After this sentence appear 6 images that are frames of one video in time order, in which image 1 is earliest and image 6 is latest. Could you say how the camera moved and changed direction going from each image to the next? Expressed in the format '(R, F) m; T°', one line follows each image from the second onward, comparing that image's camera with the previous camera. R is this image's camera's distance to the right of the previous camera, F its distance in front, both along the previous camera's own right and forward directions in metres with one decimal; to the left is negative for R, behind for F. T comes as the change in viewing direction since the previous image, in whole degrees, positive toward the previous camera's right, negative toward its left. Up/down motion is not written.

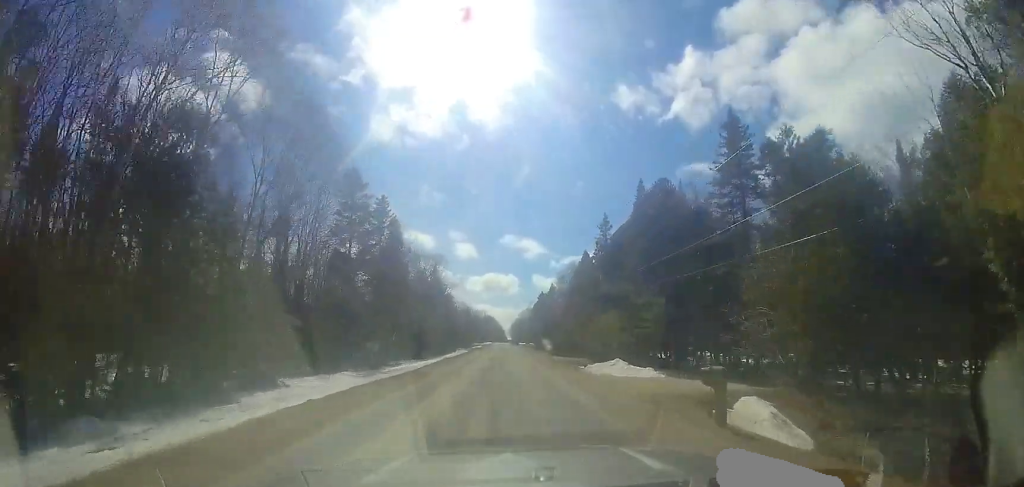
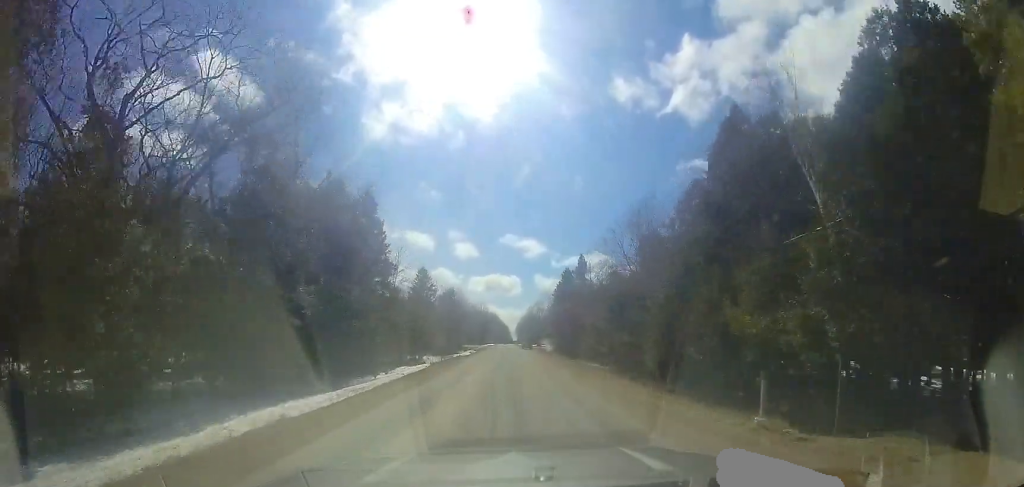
(-0.3, +36.3) m; -1°
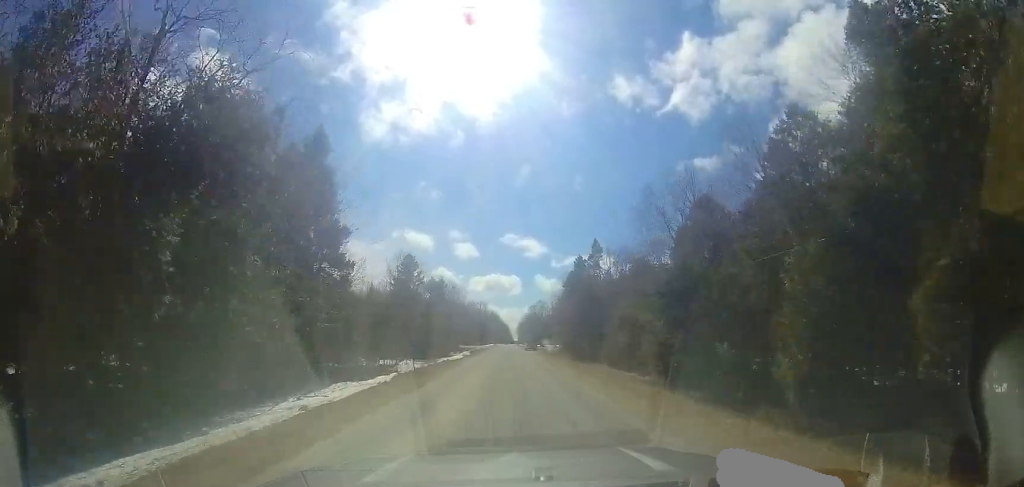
(-0.1, +10.3) m; 0°
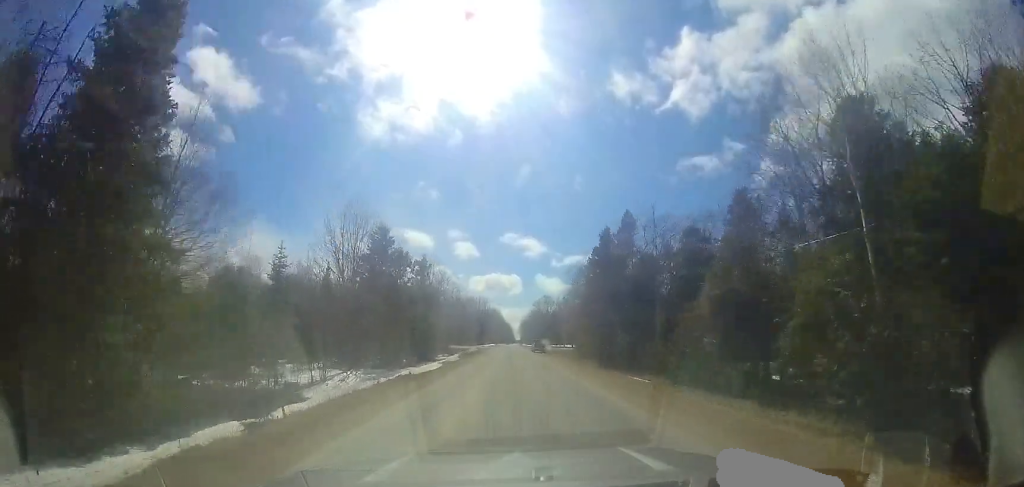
(+0.2, +13.8) m; +1°
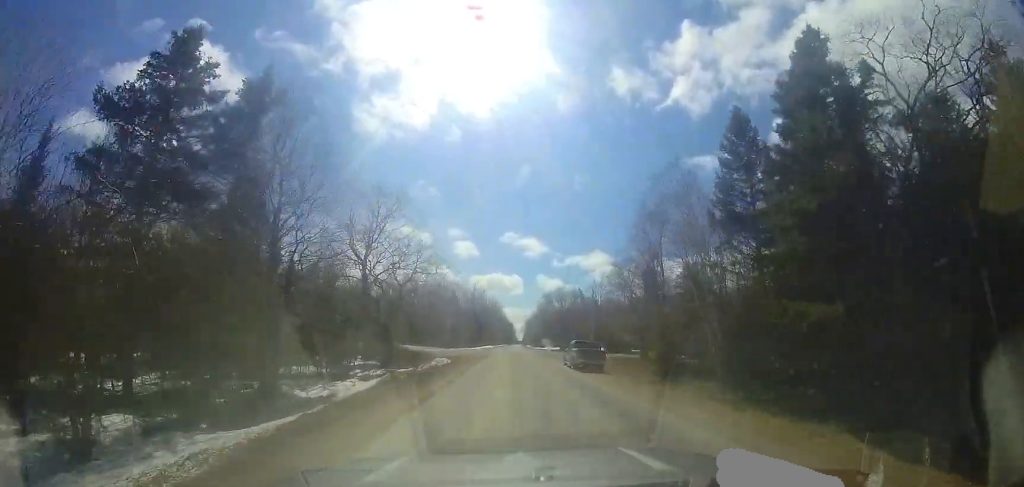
(-0.4, +29.5) m; -1°
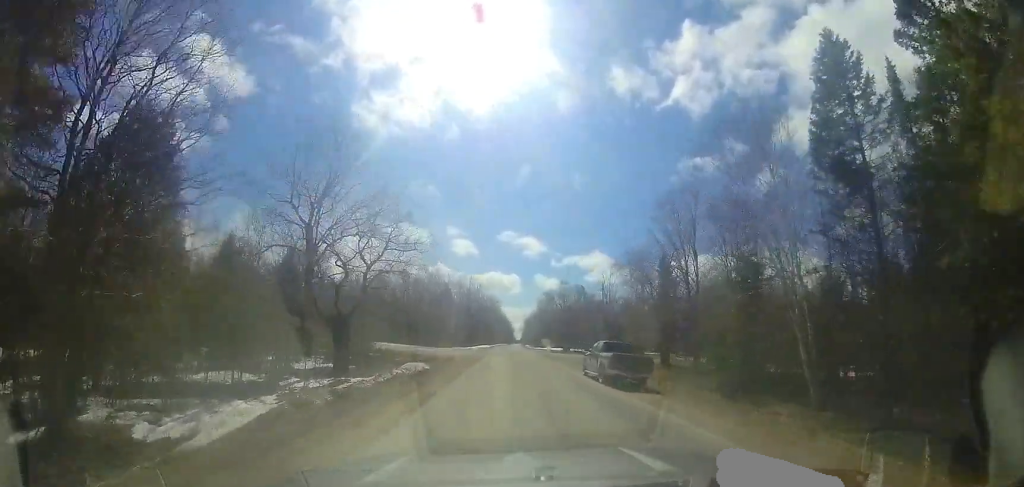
(0.0, +7.5) m; 0°
